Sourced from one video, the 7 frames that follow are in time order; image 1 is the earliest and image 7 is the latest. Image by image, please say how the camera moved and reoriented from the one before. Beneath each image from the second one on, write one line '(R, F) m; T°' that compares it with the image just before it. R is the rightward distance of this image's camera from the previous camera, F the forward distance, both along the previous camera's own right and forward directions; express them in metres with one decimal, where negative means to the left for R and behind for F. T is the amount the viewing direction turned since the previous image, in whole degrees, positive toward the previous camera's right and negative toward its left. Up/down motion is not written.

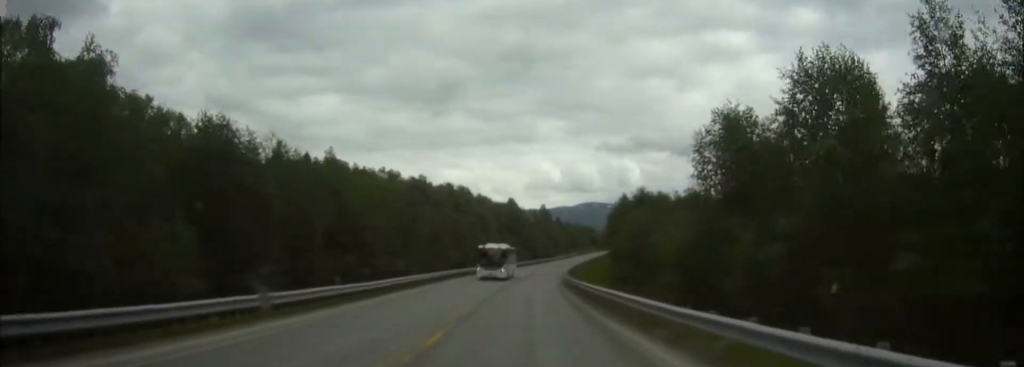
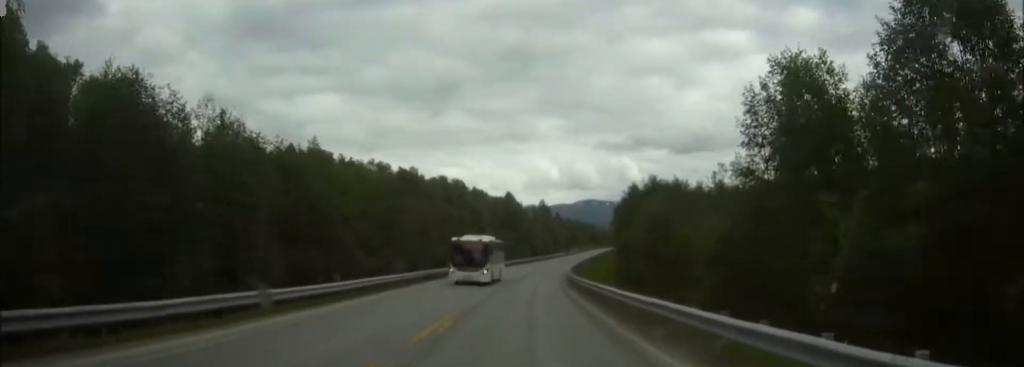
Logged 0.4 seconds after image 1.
(0.0, +8.8) m; 0°
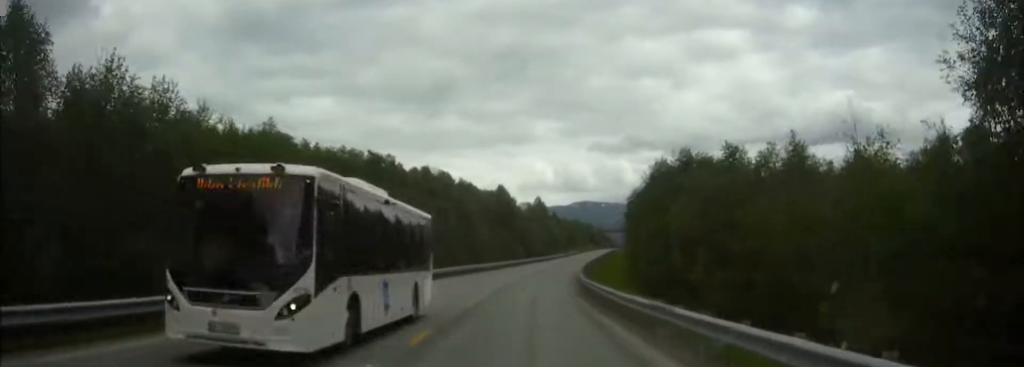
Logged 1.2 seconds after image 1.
(+0.1, +17.7) m; +1°
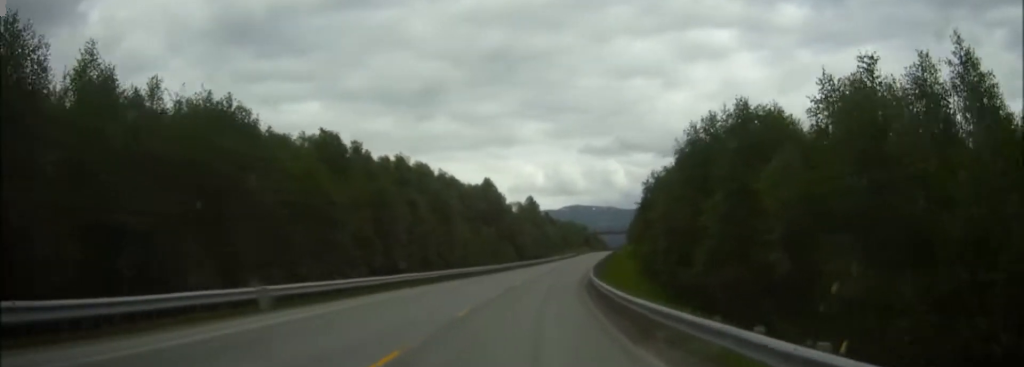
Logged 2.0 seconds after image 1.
(+0.2, +17.0) m; +1°
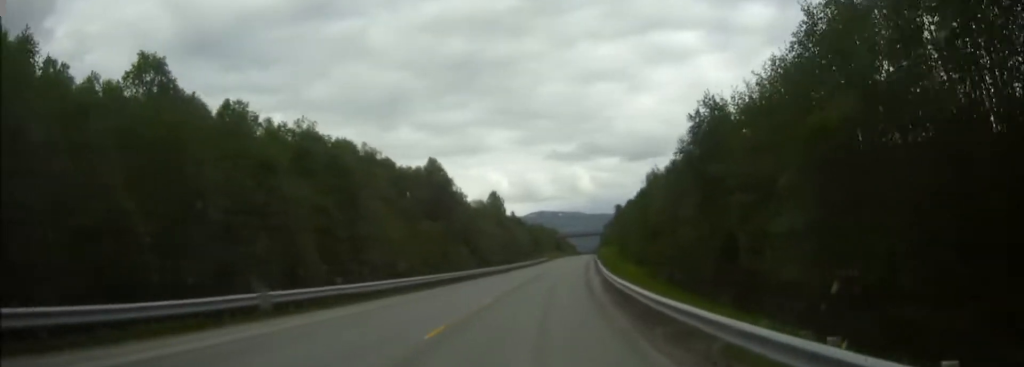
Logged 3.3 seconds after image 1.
(+0.6, +30.2) m; +3°
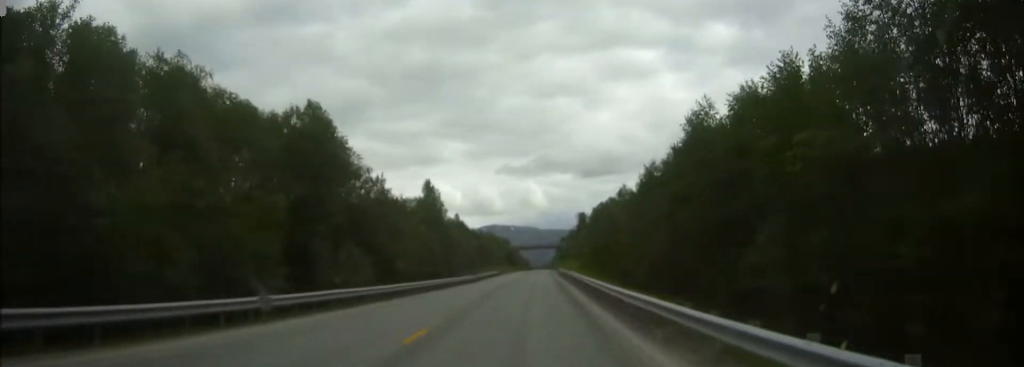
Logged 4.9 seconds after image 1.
(+1.0, +35.3) m; +2°
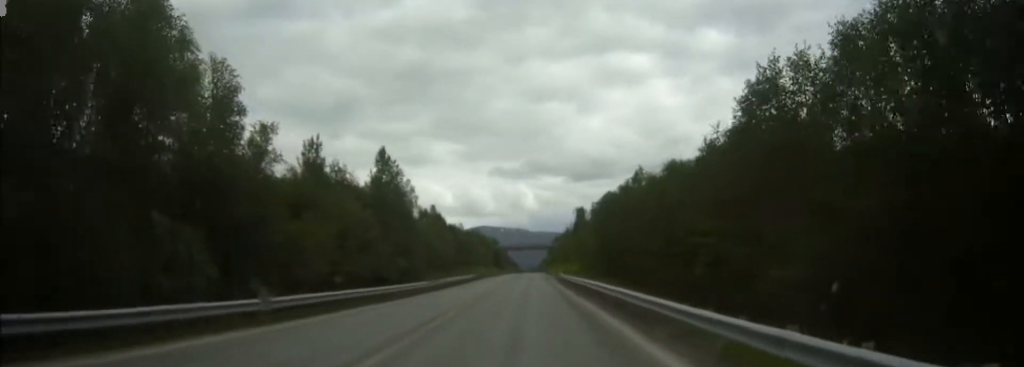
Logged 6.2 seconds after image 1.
(+0.2, +28.7) m; +1°
